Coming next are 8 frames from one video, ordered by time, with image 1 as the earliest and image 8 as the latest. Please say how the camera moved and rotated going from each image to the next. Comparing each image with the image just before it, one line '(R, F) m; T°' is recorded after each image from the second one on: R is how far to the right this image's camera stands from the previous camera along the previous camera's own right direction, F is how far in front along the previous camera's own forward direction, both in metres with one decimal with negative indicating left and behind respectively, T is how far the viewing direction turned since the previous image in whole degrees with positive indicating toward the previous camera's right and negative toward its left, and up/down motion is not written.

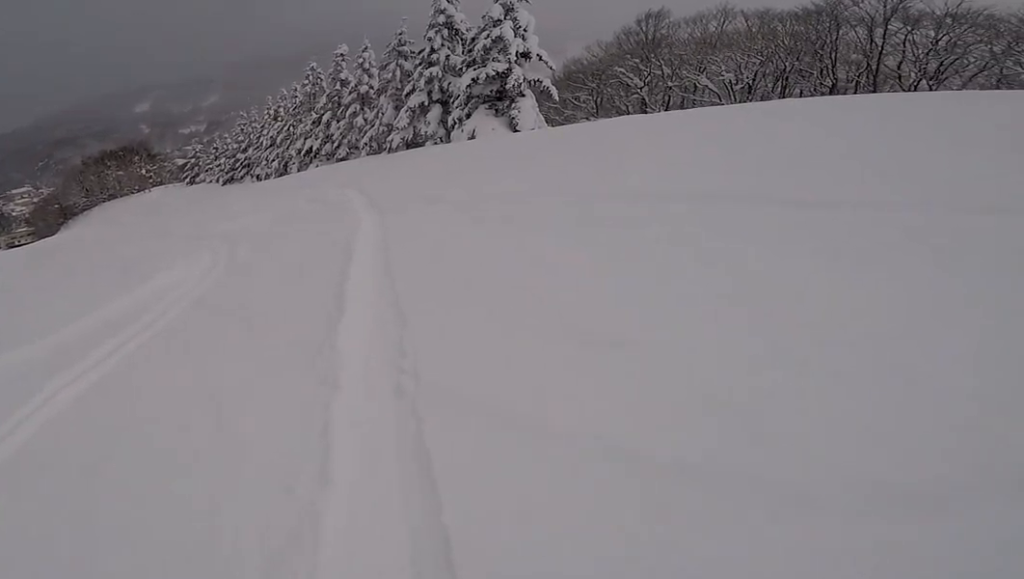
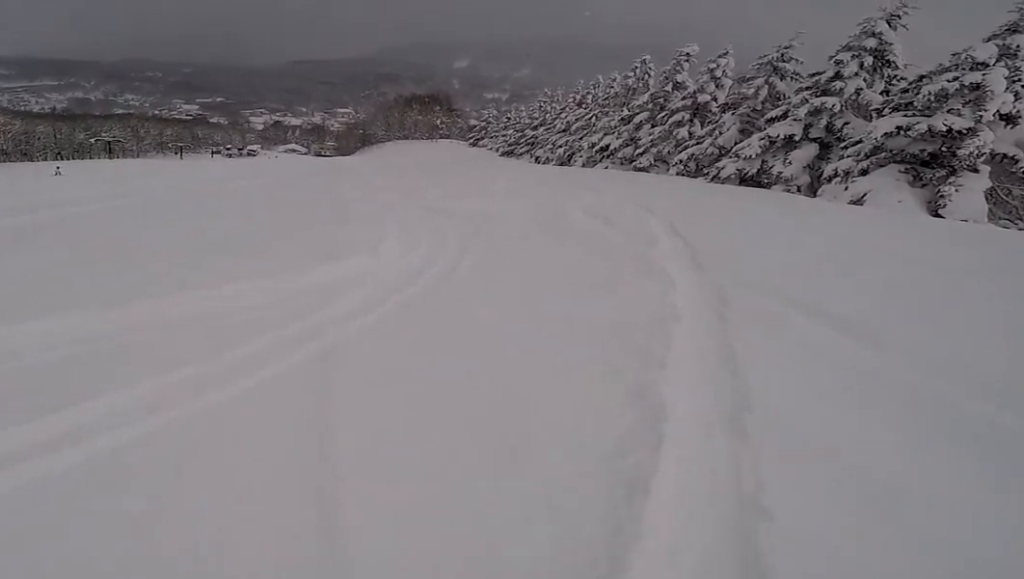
(-2.1, +3.6) m; -42°
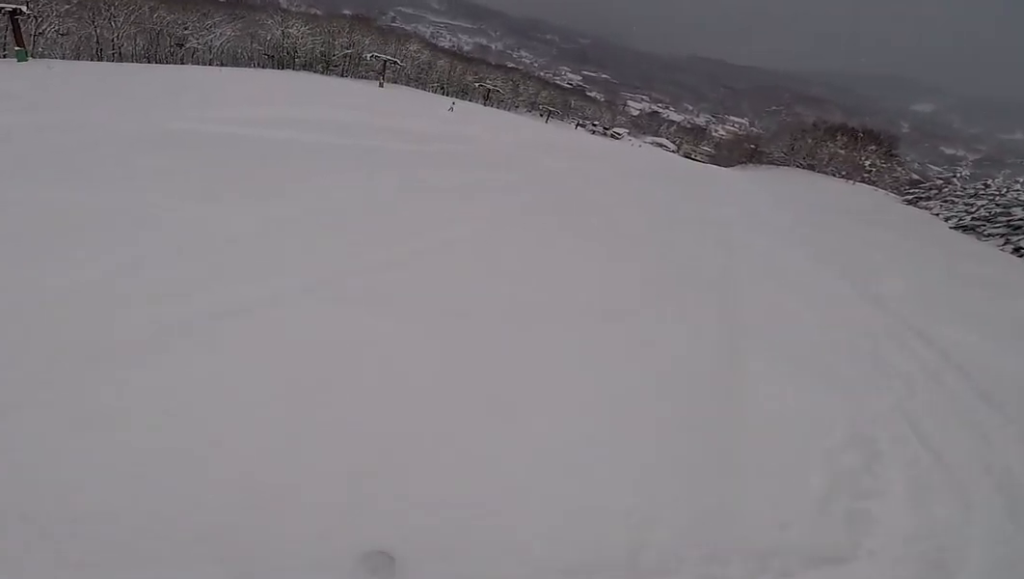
(-0.8, +5.0) m; -10°
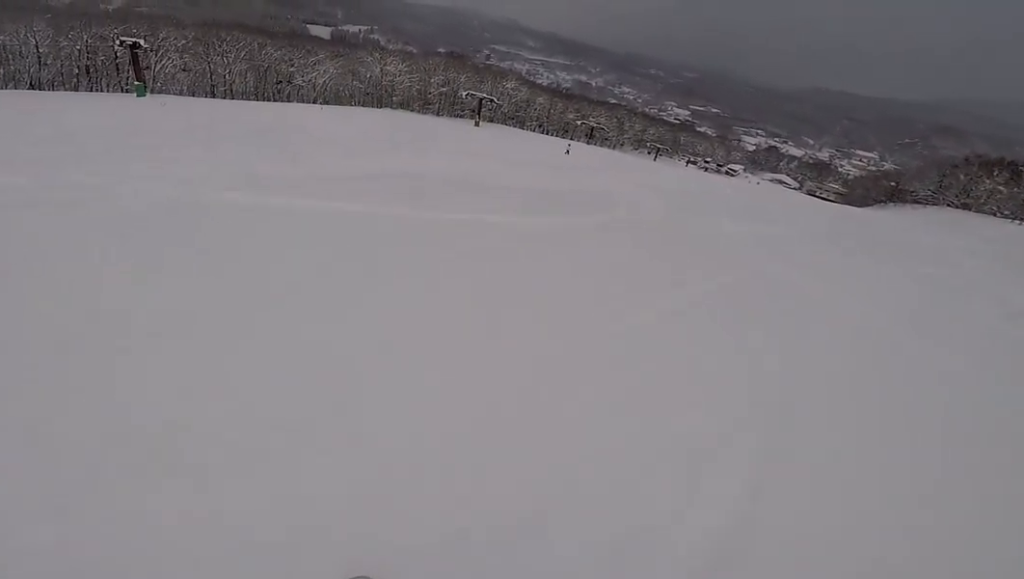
(0.0, +3.0) m; 0°
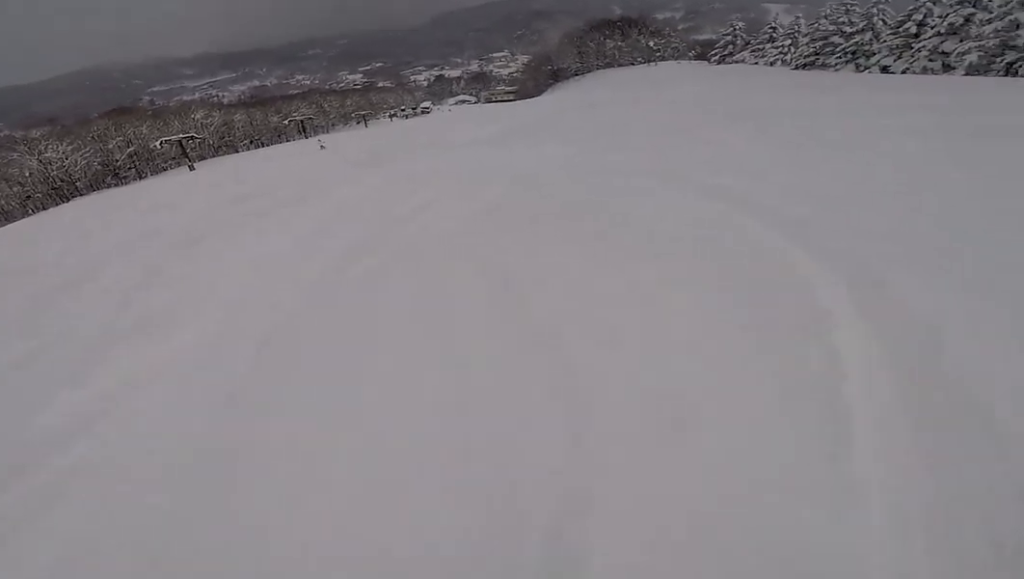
(0.0, +6.3) m; +15°
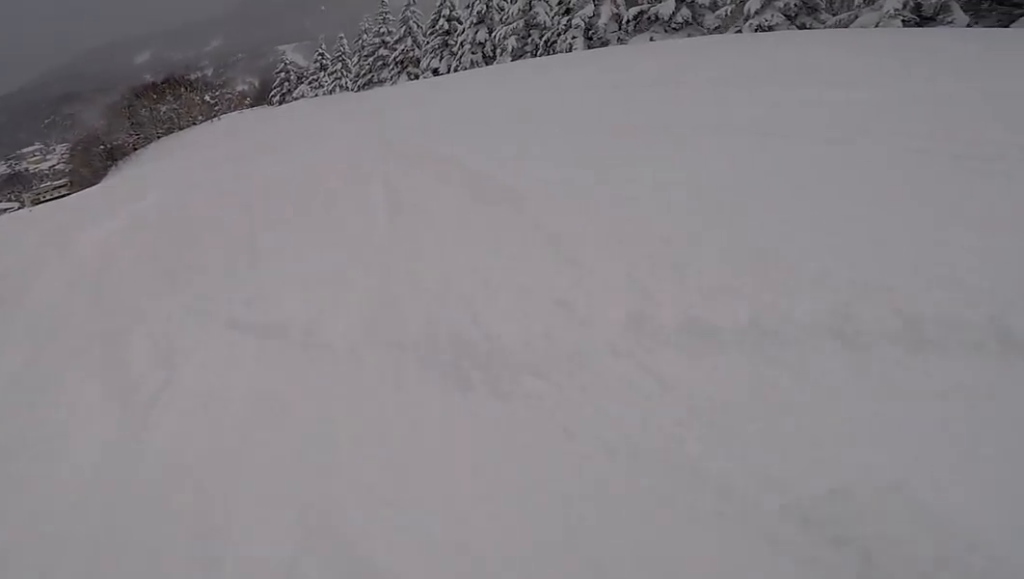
(+4.2, +7.9) m; +40°
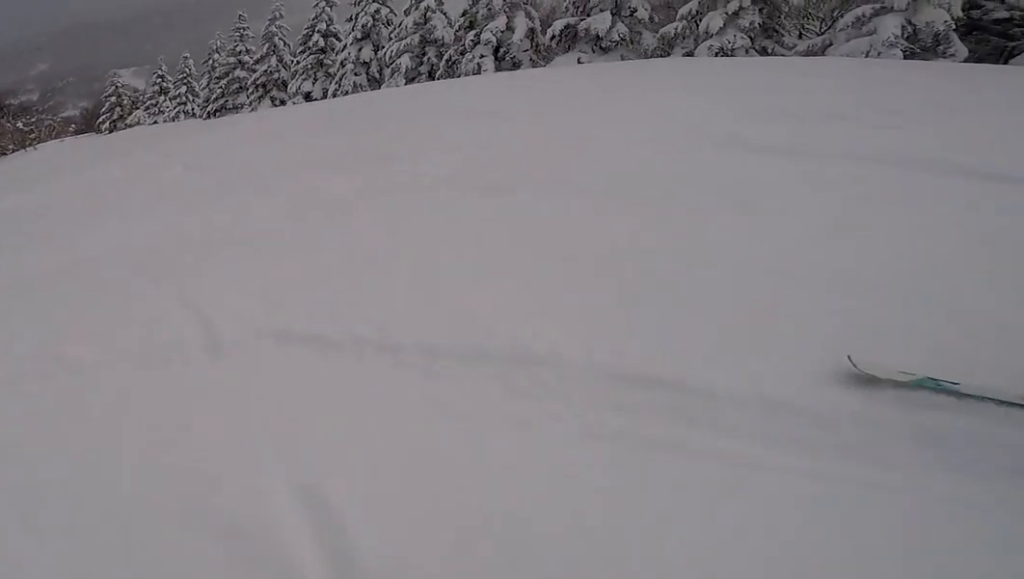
(+0.4, +7.3) m; -18°
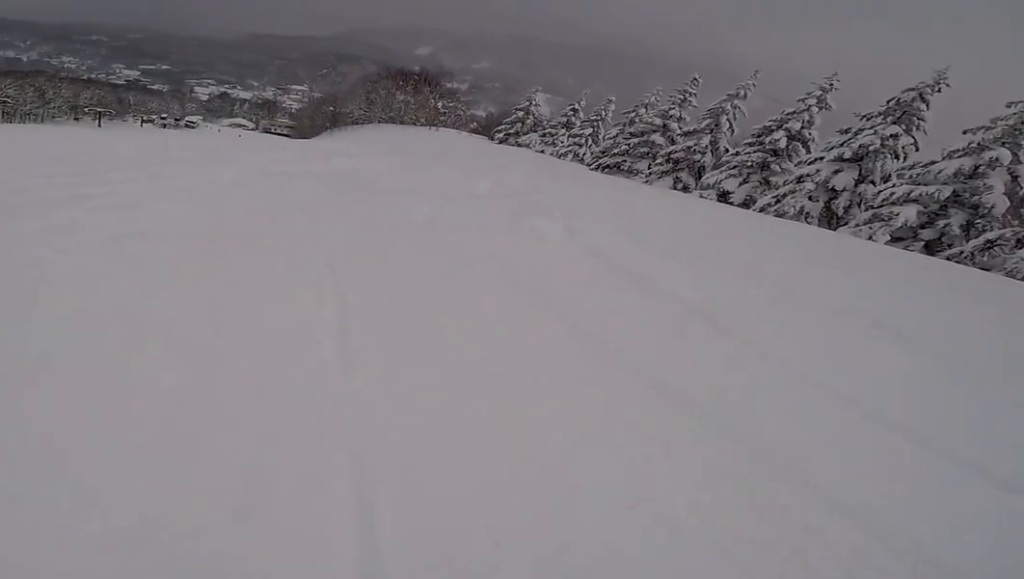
(-1.6, +5.1) m; -25°
